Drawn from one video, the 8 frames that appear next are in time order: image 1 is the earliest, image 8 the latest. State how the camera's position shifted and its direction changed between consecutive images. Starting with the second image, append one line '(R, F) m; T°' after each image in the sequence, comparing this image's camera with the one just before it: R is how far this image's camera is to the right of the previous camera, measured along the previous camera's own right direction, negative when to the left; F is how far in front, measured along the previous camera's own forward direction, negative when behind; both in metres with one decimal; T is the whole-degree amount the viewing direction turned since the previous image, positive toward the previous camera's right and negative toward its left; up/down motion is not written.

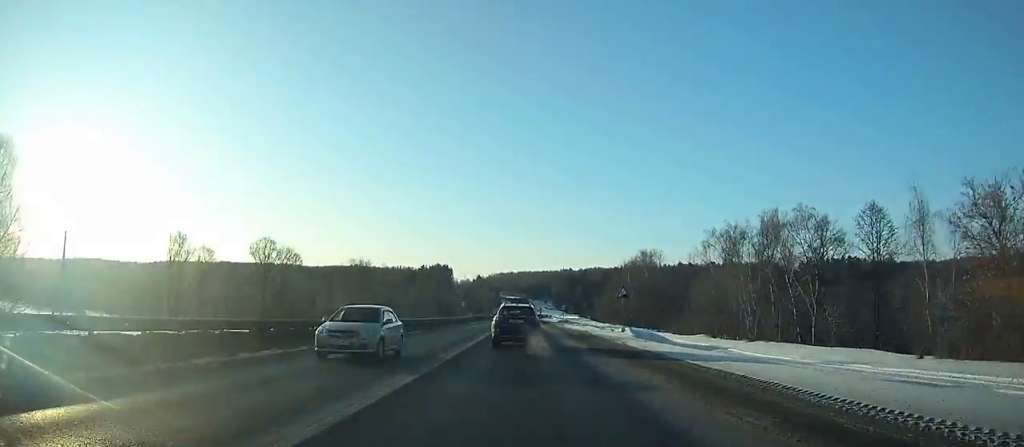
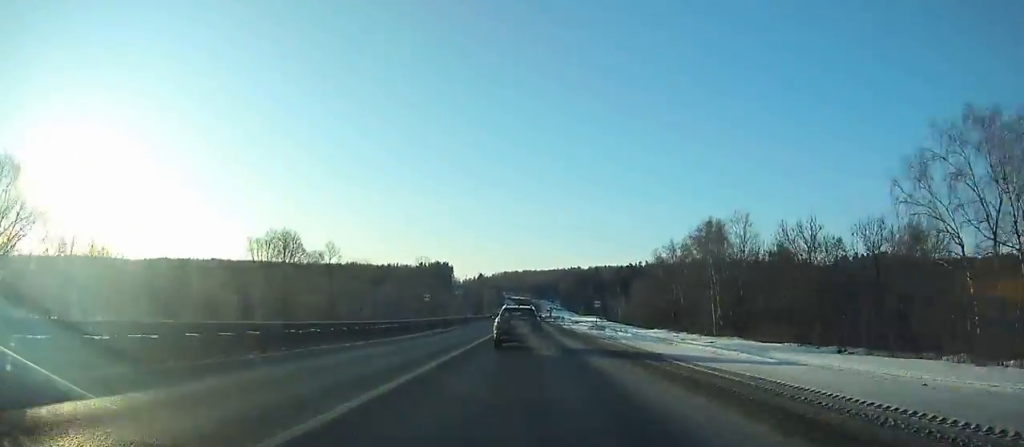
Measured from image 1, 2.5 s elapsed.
(-0.1, +43.5) m; 0°
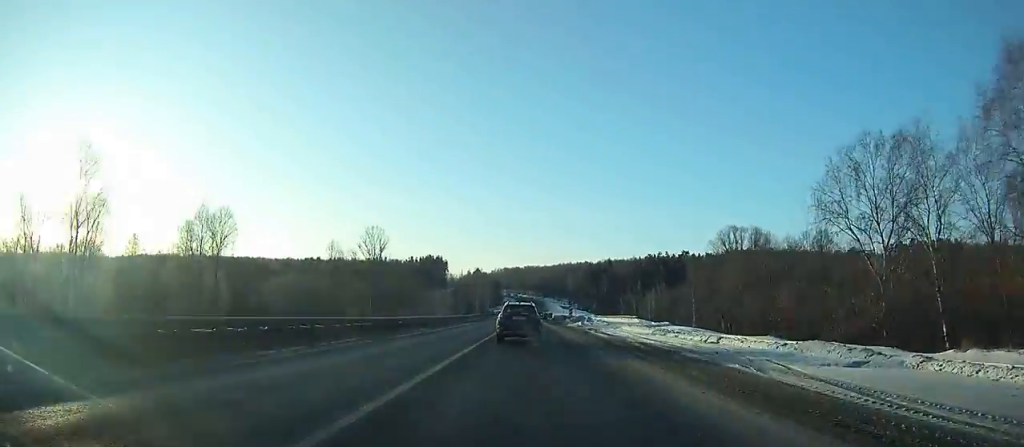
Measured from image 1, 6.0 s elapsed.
(-0.2, +61.6) m; 0°
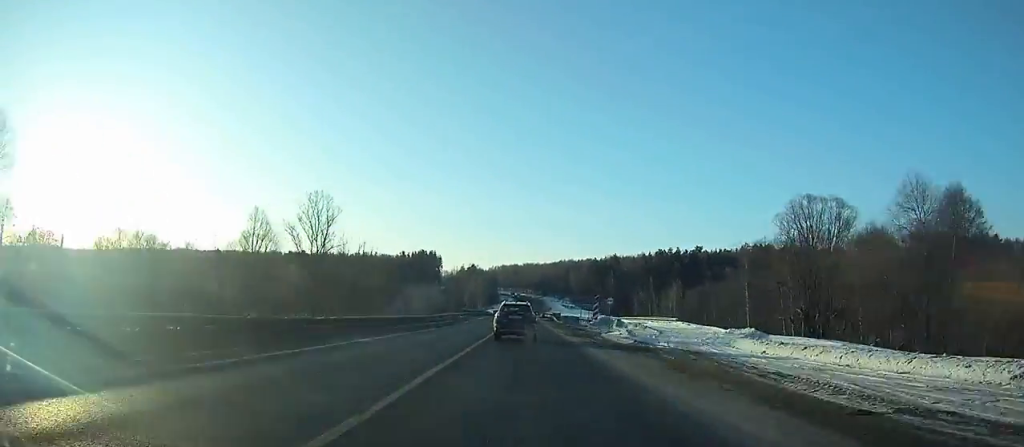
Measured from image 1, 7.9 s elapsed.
(0.0, +33.7) m; 0°
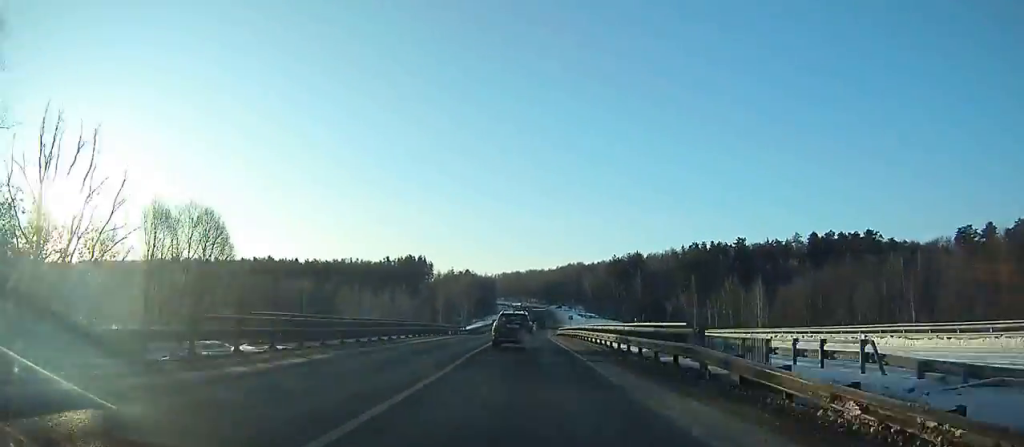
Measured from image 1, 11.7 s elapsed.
(+0.2, +68.0) m; 0°
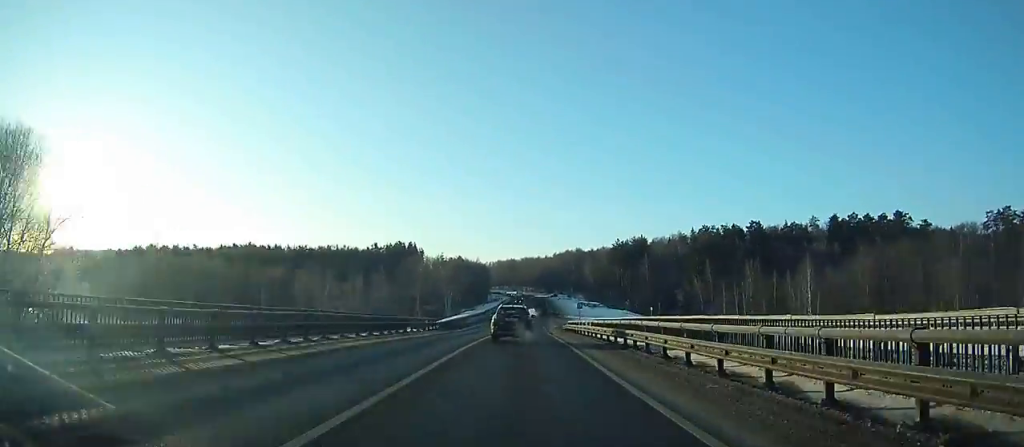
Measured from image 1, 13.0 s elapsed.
(0.0, +23.6) m; 0°
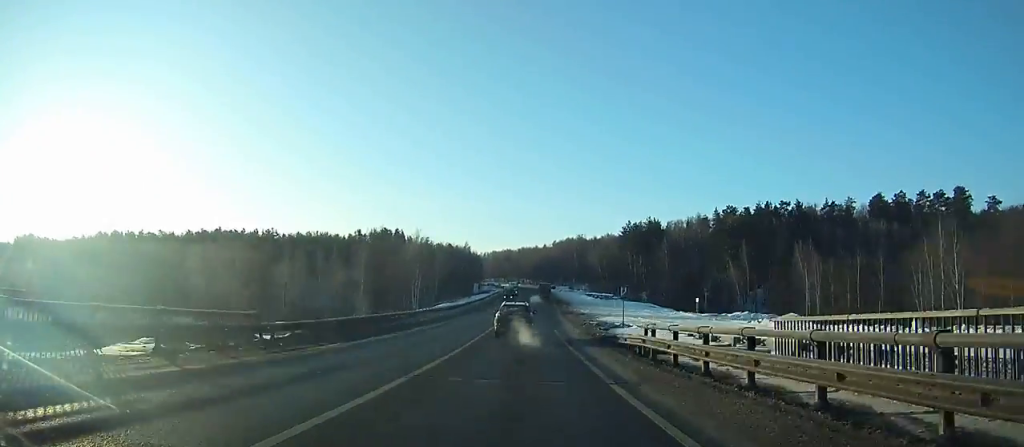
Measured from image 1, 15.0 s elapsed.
(-0.2, +36.7) m; 0°
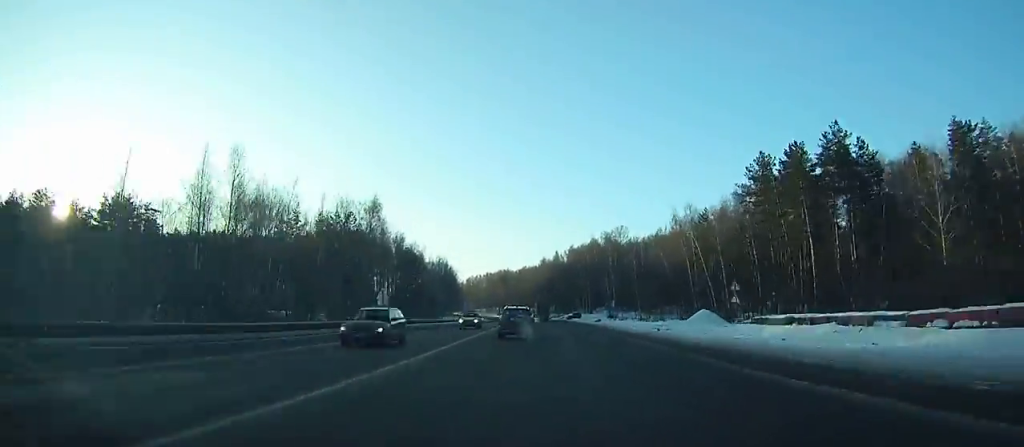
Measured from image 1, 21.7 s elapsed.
(+1.4, +131.0) m; 0°
